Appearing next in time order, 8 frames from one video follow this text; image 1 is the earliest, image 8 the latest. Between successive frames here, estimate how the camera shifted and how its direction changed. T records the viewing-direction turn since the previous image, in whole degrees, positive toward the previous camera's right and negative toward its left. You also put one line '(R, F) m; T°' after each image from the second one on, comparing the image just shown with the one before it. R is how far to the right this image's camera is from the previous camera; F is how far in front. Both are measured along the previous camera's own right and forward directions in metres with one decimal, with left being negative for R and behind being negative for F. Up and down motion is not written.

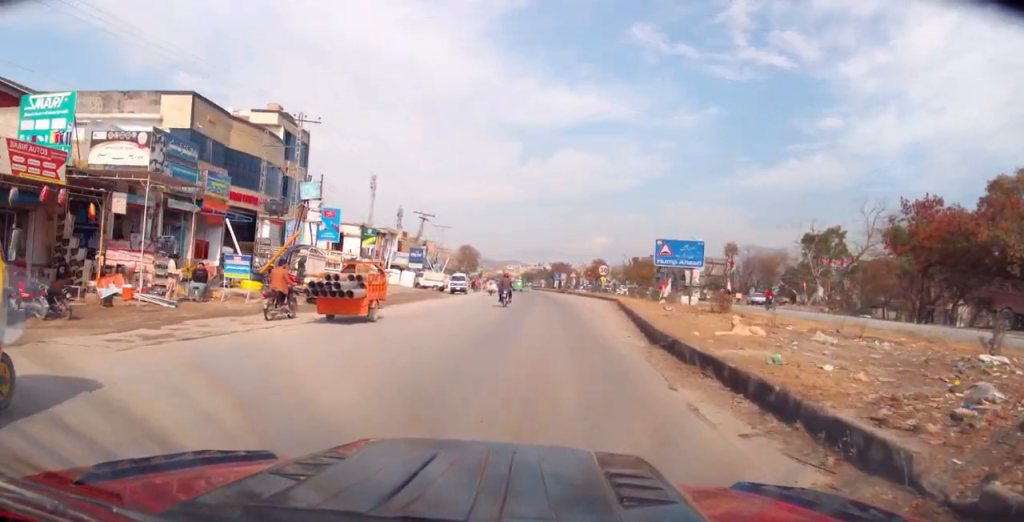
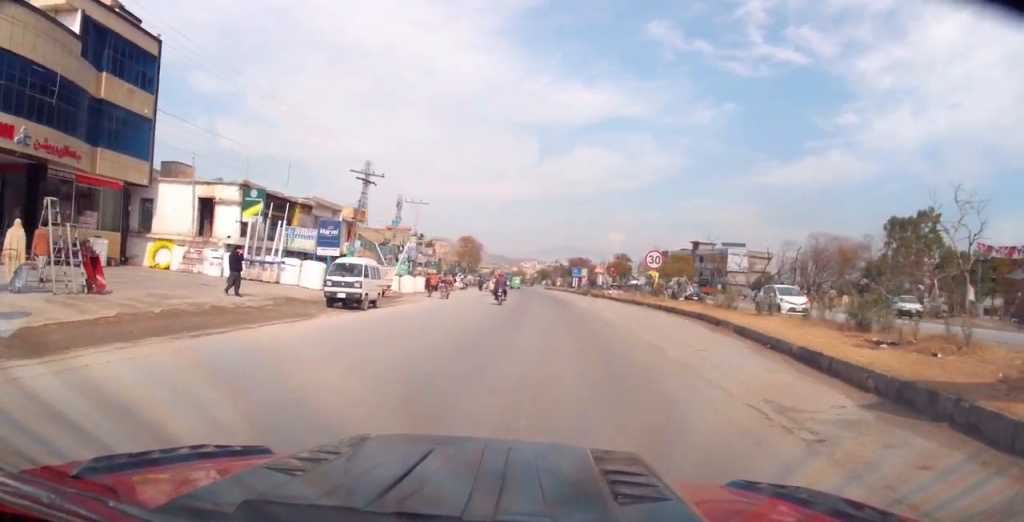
(-1.0, +25.8) m; -4°
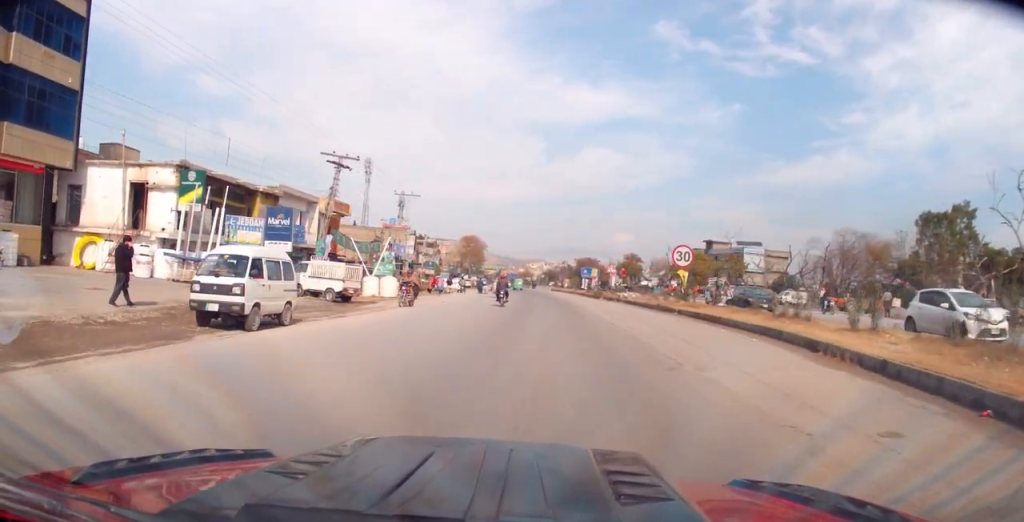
(0.0, +7.1) m; 0°
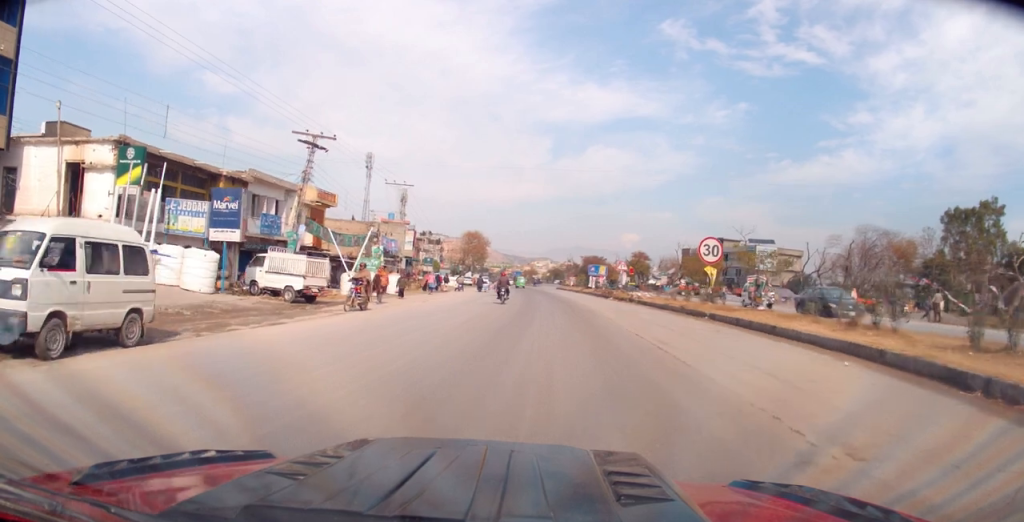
(0.0, +5.2) m; 0°
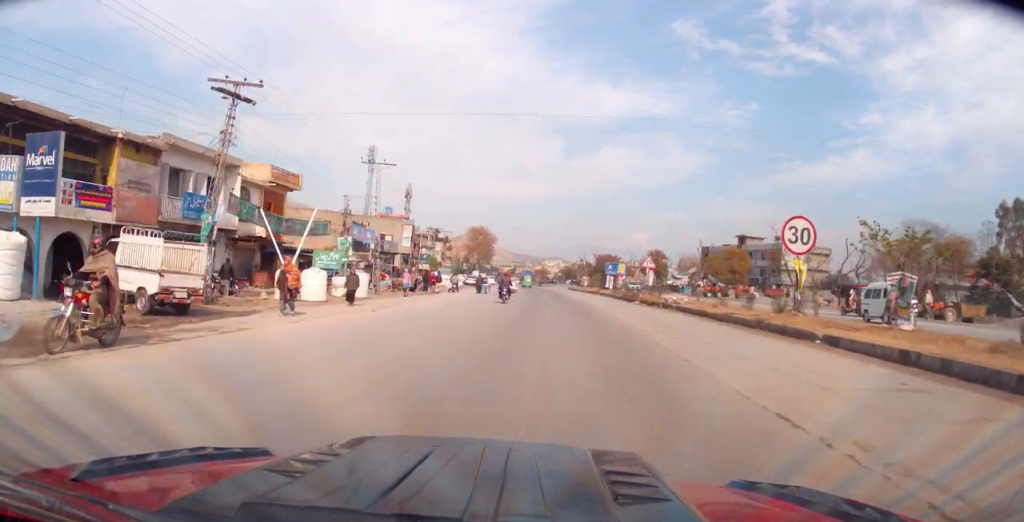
(0.0, +9.3) m; 0°
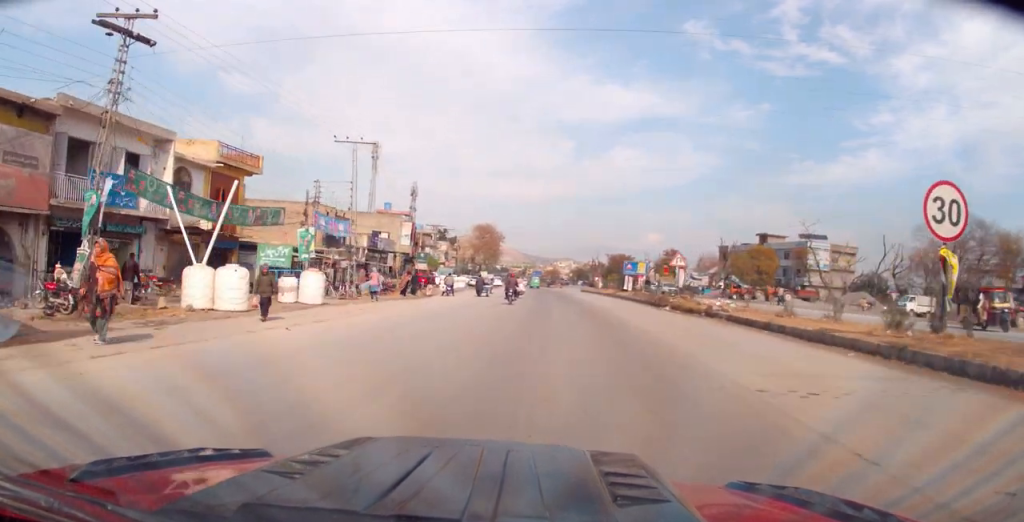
(0.0, +7.6) m; -1°
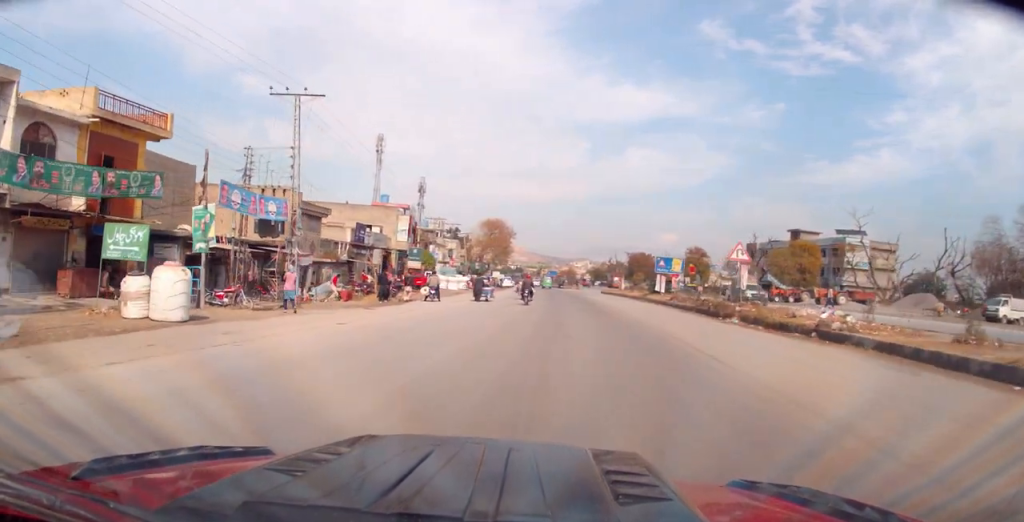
(-0.1, +10.4) m; -2°
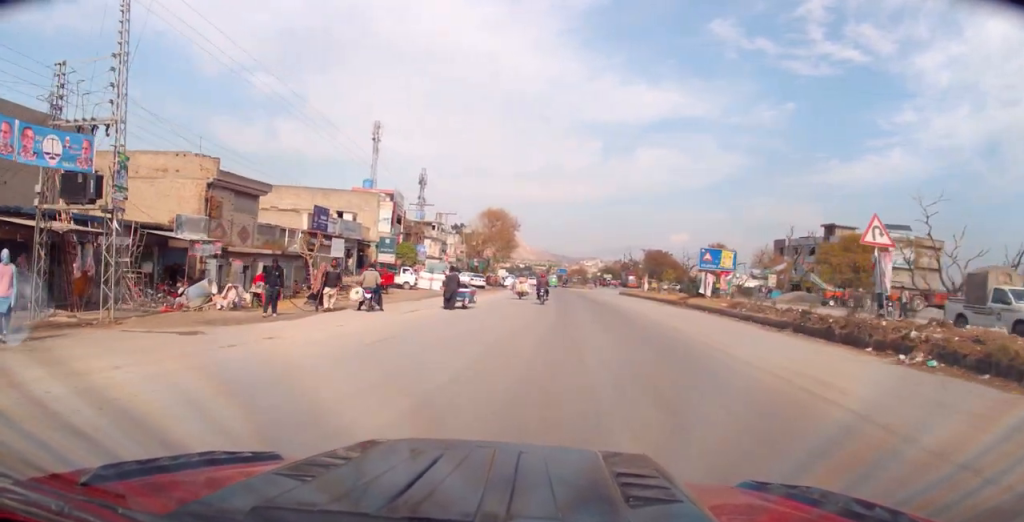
(-0.4, +12.5) m; -2°
